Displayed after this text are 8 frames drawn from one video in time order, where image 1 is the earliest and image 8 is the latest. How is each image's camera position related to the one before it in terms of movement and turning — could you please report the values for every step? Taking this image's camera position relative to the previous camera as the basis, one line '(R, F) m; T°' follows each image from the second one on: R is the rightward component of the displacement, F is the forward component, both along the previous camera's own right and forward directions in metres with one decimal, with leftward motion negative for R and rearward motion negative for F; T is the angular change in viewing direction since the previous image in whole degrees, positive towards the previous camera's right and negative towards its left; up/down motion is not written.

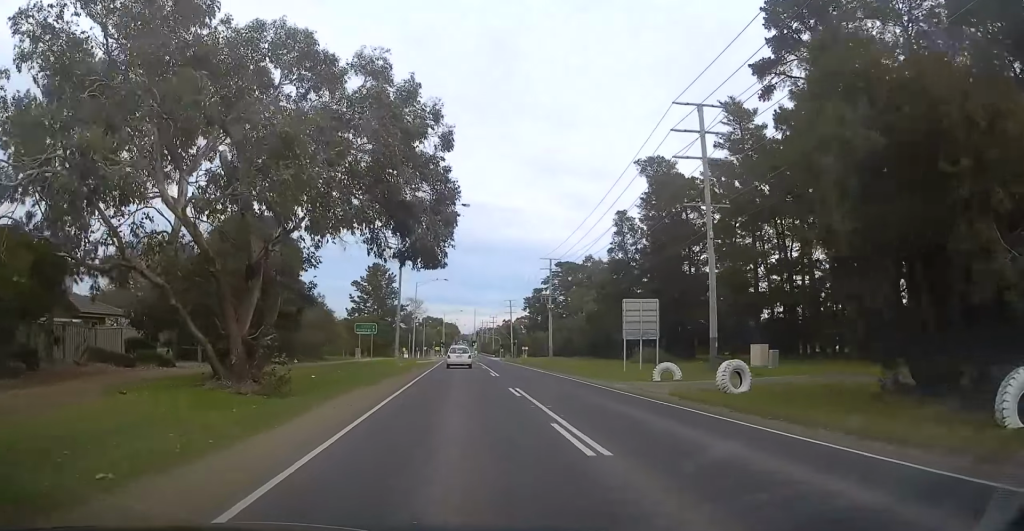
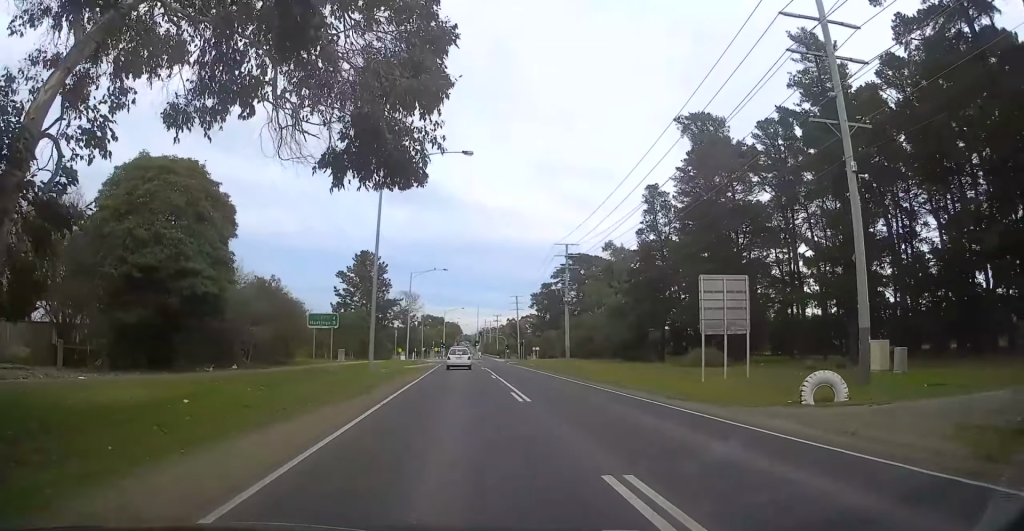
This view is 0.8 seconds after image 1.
(+0.3, +14.0) m; +1°
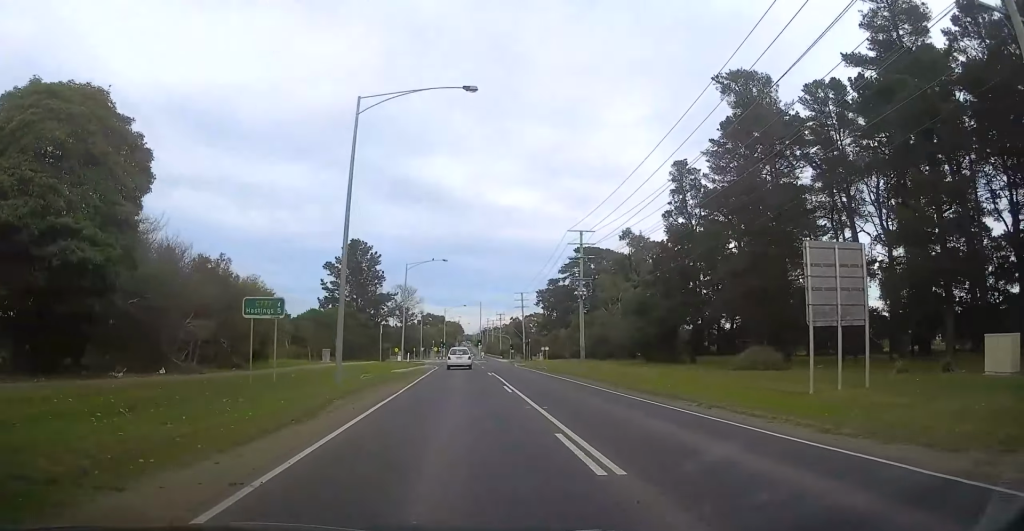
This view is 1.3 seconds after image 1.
(0.0, +8.9) m; 0°
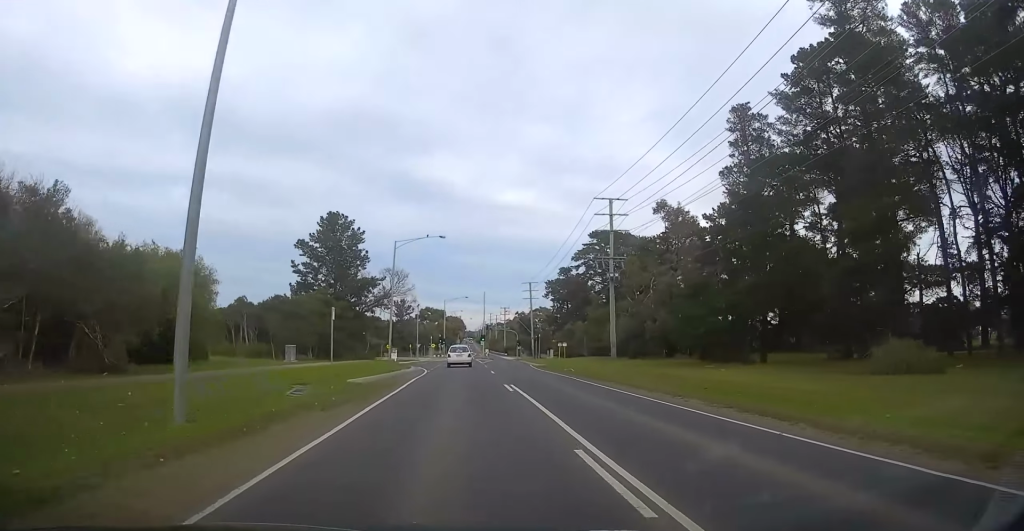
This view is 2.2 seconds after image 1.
(0.0, +14.6) m; 0°
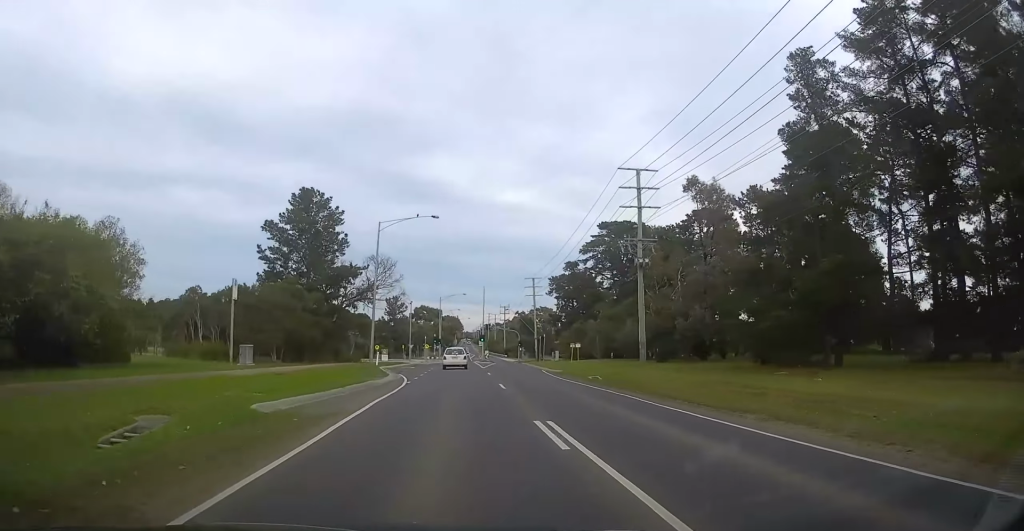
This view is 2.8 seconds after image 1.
(0.0, +10.2) m; 0°
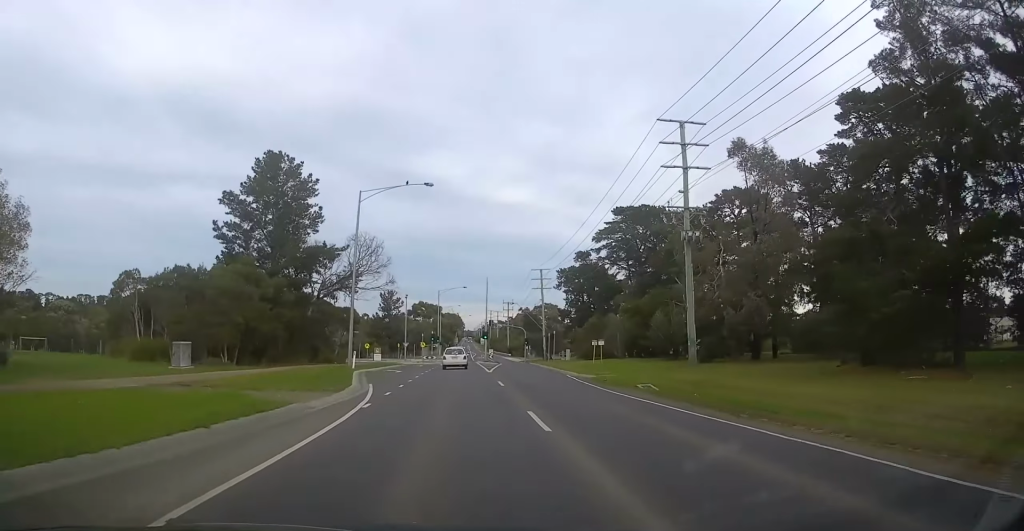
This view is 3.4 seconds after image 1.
(0.0, +10.1) m; 0°
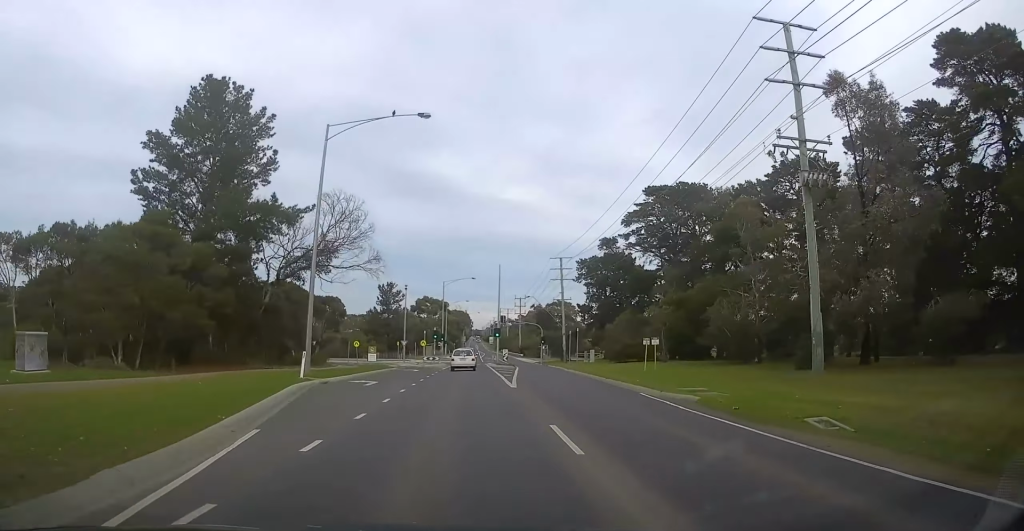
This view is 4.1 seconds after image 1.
(0.0, +13.1) m; 0°
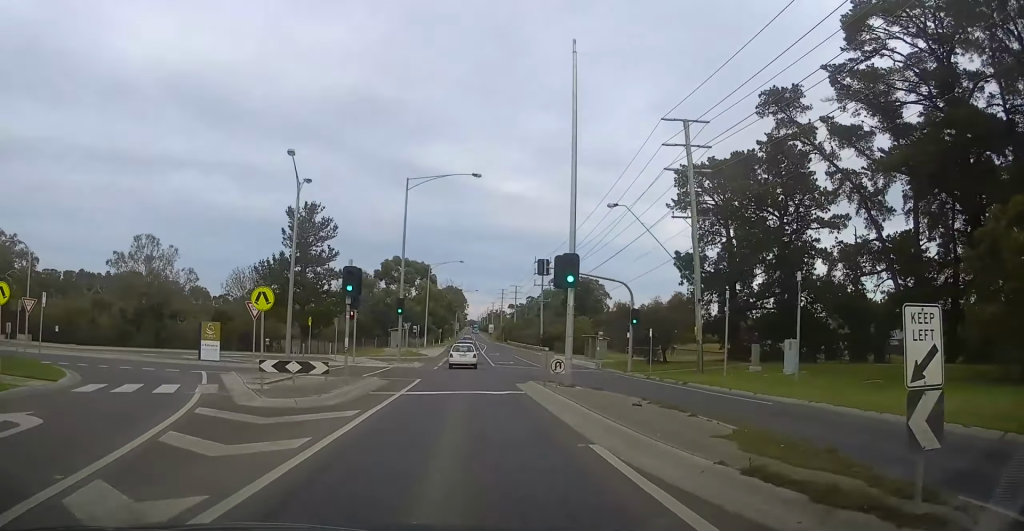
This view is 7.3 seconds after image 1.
(-1.5, +55.0) m; -1°
